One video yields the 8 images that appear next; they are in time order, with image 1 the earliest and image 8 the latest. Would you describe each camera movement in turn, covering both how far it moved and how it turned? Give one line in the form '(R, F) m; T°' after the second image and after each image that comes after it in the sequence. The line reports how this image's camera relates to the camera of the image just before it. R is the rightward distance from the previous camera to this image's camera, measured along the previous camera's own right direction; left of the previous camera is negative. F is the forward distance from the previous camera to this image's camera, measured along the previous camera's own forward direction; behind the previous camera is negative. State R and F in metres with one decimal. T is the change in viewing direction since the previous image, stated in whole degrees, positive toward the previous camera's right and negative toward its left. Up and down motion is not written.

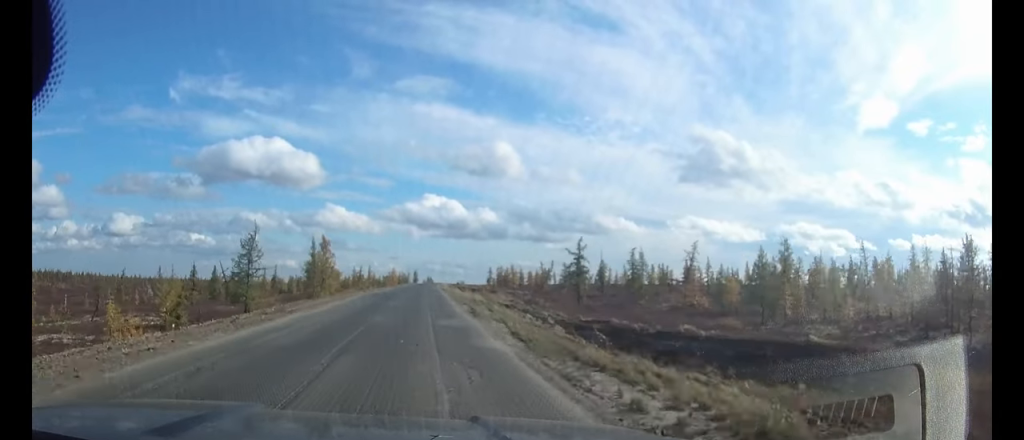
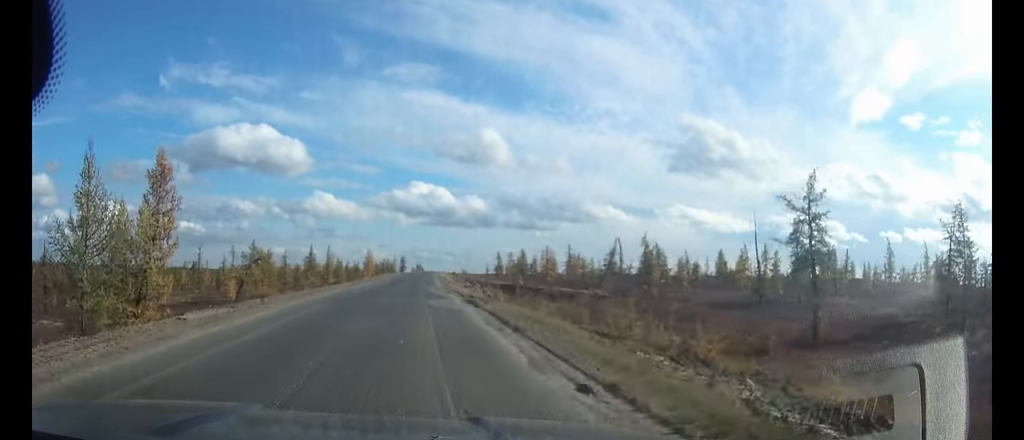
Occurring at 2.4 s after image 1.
(+0.4, +52.9) m; +1°
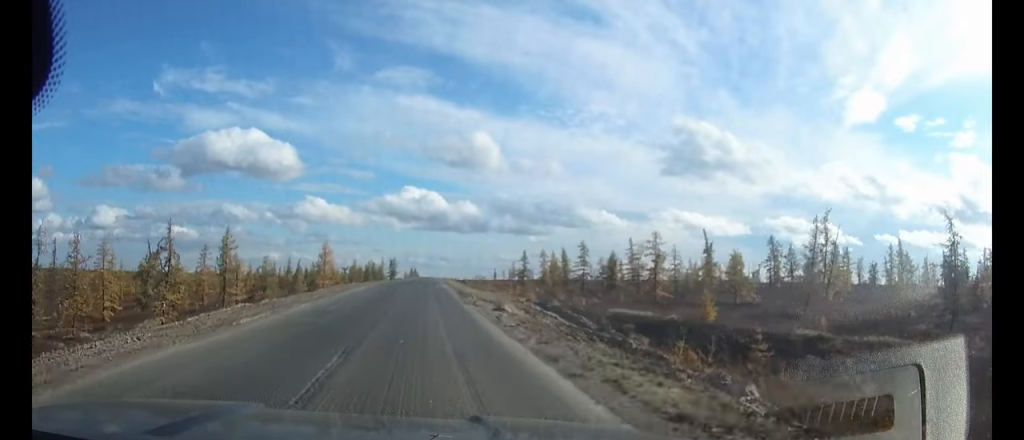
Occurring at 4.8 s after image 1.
(+0.4, +51.9) m; +1°
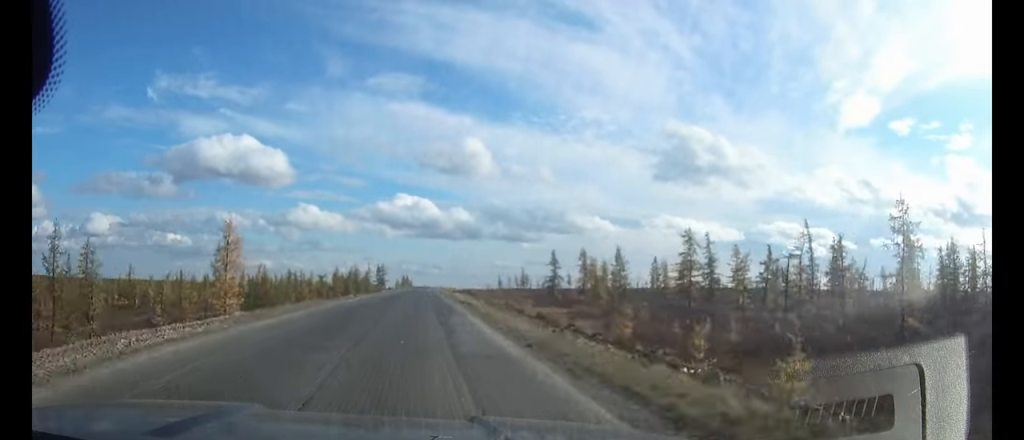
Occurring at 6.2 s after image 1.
(+0.2, +33.6) m; +1°
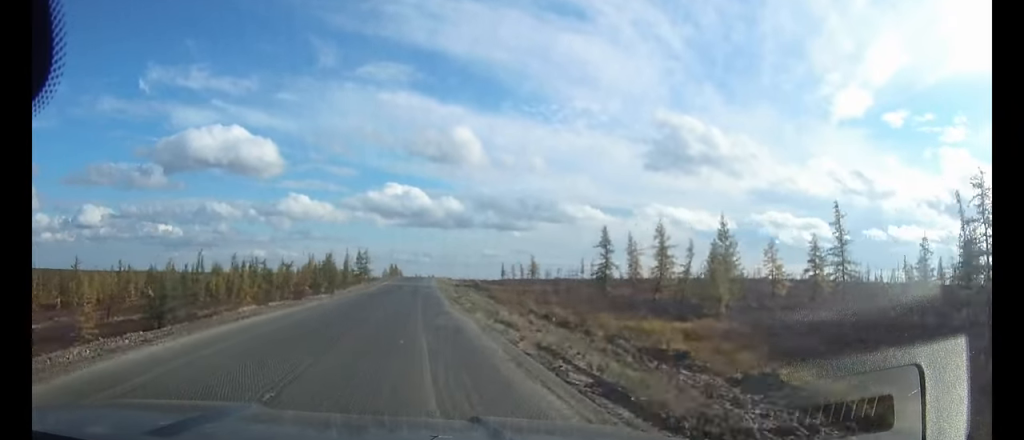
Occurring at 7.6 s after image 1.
(+0.1, +29.7) m; 0°
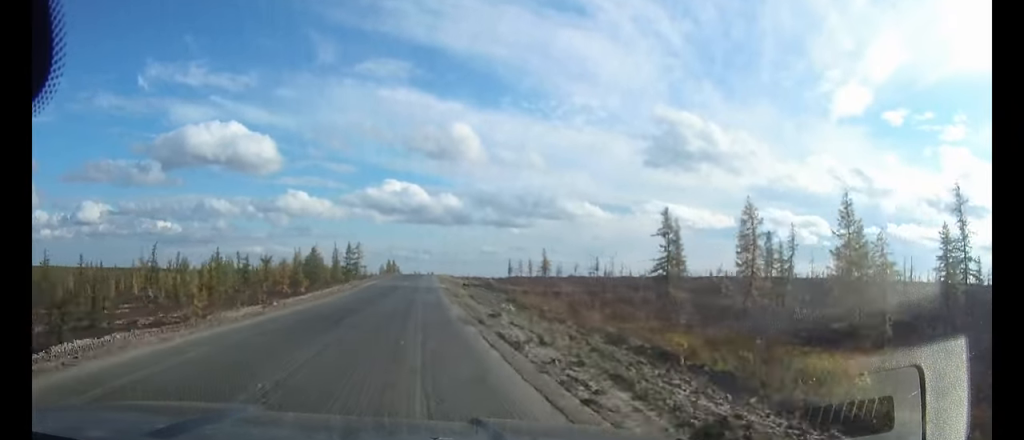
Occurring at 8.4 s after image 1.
(0.0, +15.2) m; 0°
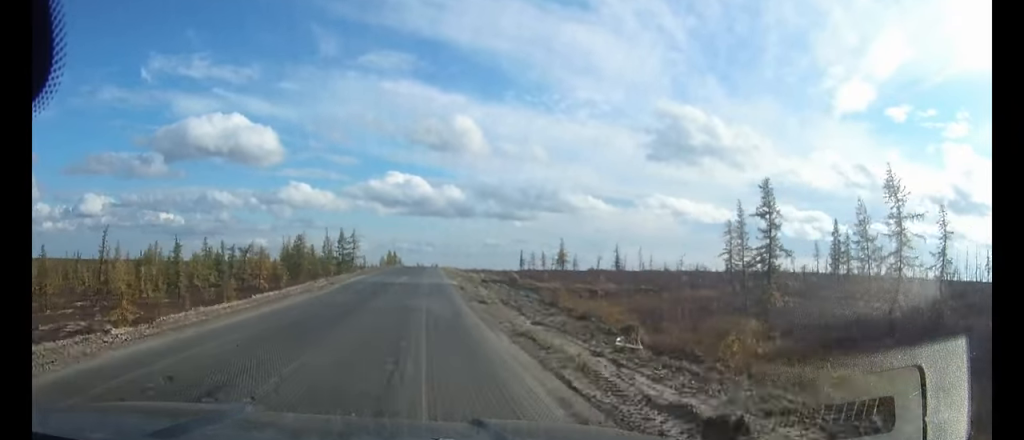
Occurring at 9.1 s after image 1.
(0.0, +13.1) m; 0°
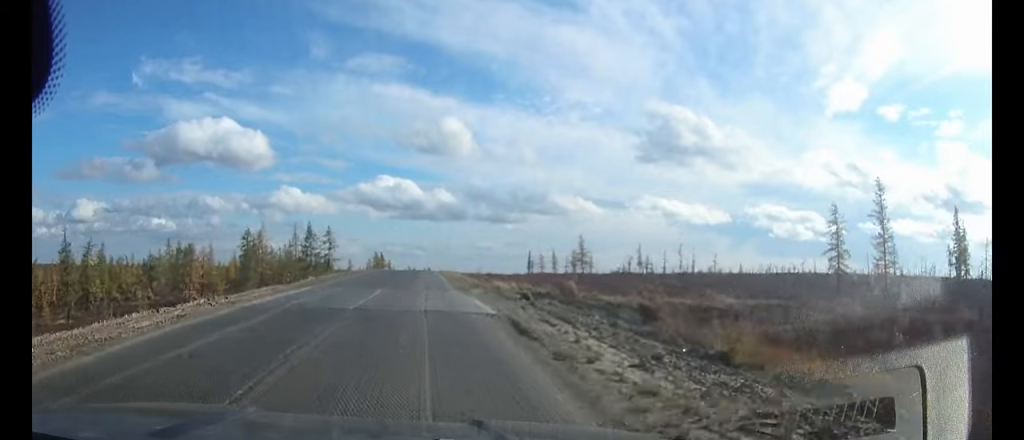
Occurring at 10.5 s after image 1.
(0.0, +18.8) m; 0°
